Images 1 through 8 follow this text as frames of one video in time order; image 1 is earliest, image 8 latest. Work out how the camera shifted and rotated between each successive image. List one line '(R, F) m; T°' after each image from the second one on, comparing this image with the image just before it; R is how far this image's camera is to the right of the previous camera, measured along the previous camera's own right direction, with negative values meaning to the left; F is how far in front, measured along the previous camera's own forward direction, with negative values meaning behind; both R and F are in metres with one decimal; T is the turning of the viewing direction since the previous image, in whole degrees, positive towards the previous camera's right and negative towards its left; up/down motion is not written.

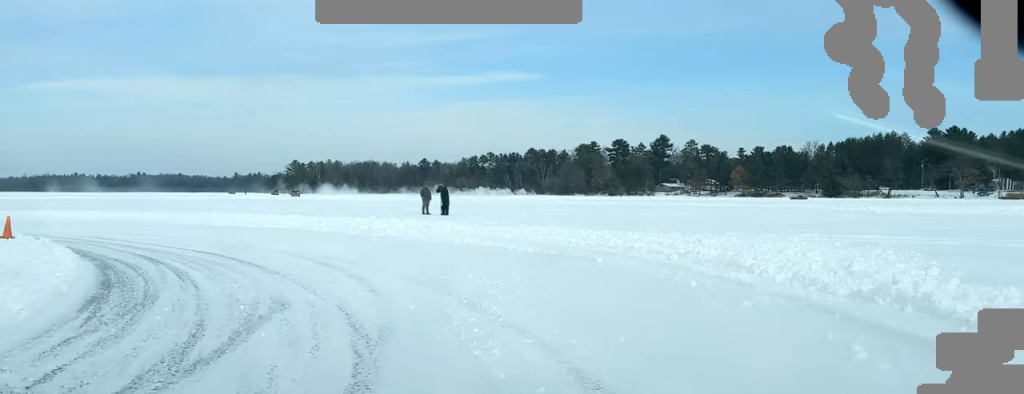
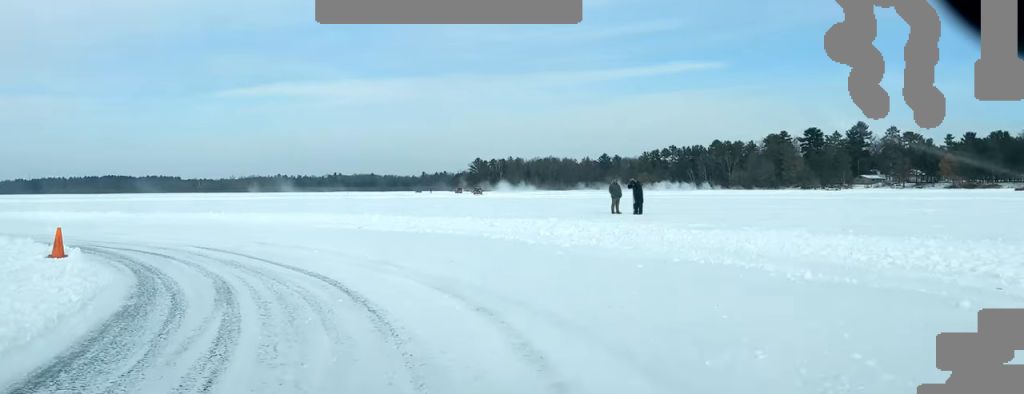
(-0.7, +7.5) m; -11°
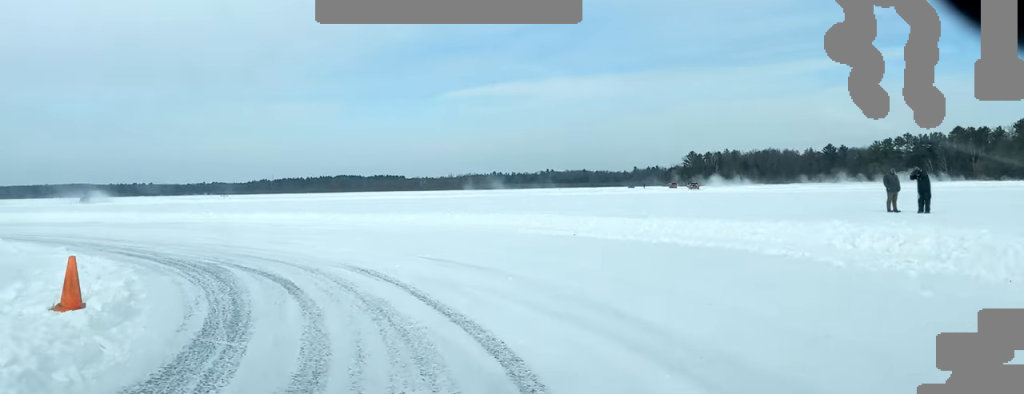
(-0.7, +7.8) m; -12°
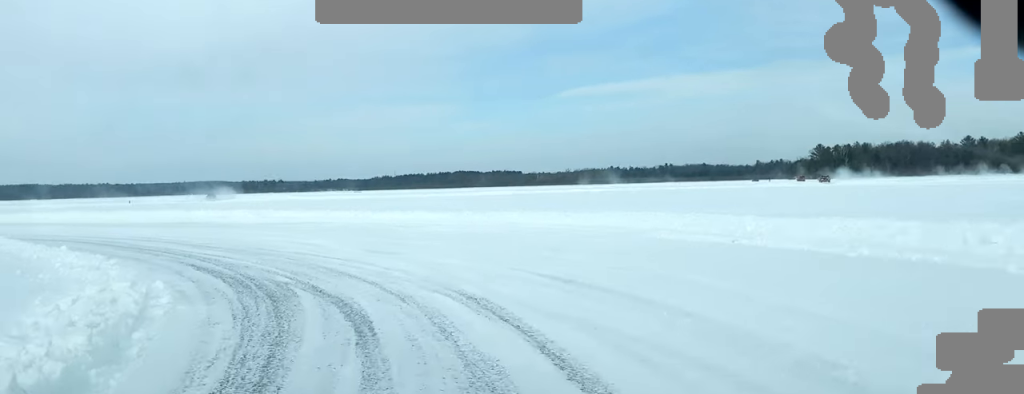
(-0.4, +4.5) m; -6°
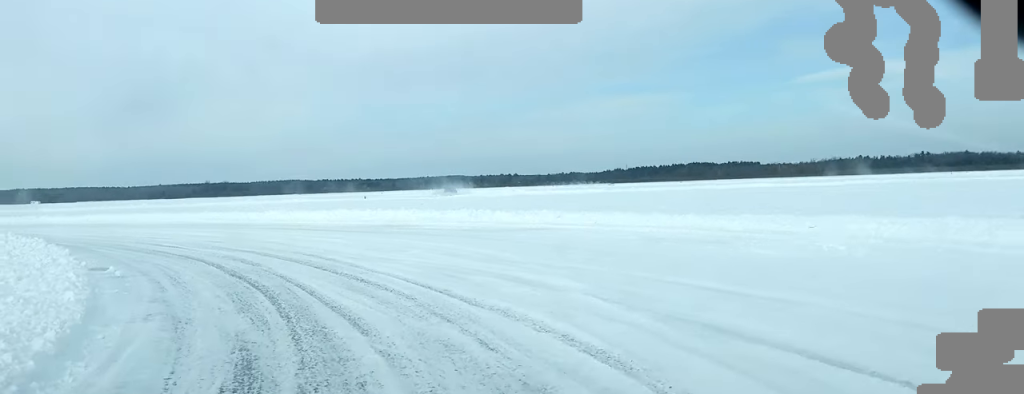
(-1.6, +12.7) m; -16°
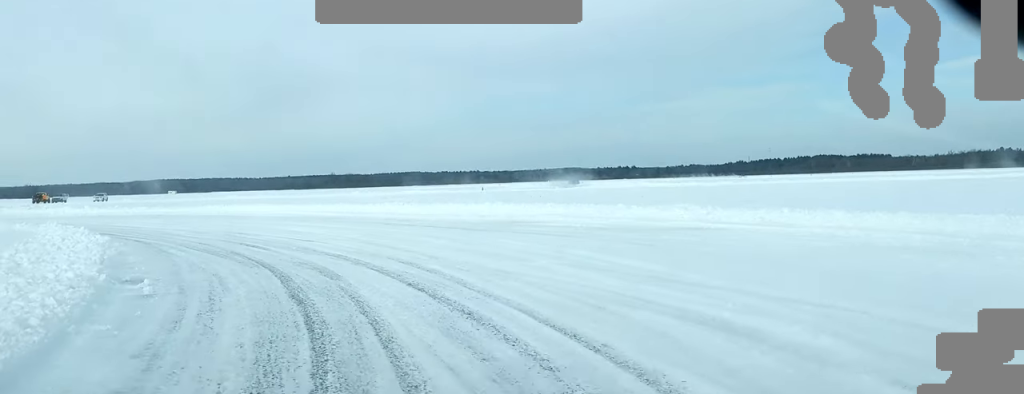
(-0.3, +5.5) m; -6°
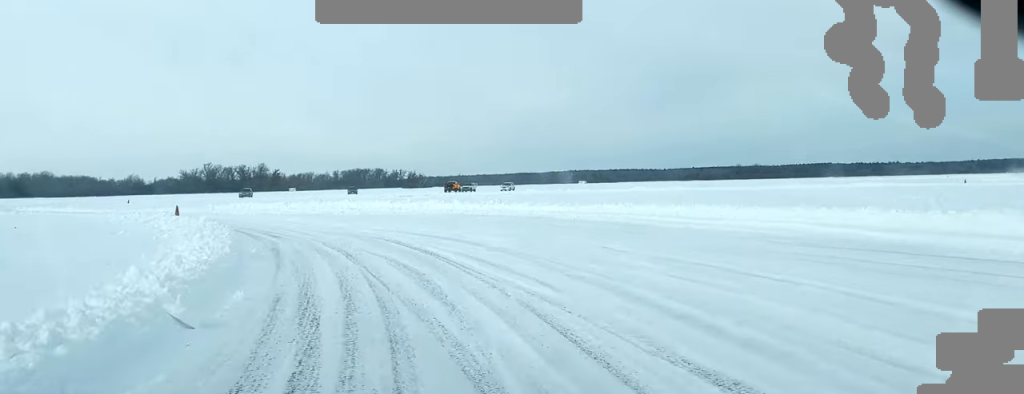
(-5.7, +26.1) m; -22°
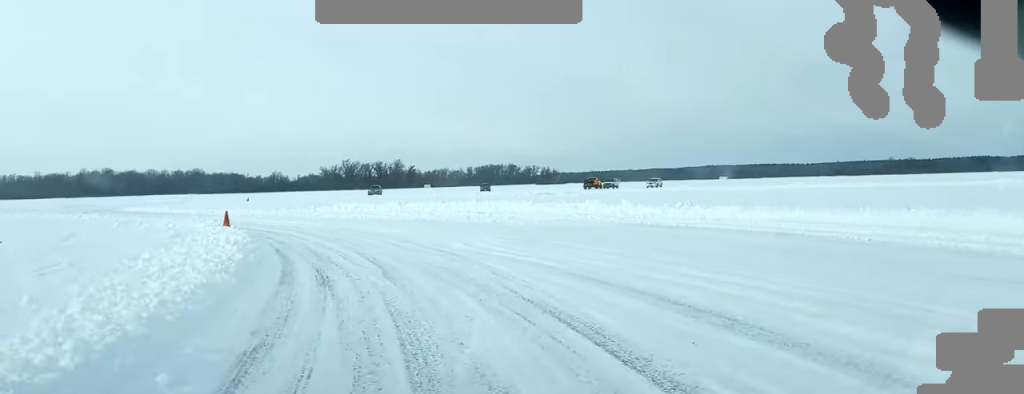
(-1.3, +14.8) m; -9°
